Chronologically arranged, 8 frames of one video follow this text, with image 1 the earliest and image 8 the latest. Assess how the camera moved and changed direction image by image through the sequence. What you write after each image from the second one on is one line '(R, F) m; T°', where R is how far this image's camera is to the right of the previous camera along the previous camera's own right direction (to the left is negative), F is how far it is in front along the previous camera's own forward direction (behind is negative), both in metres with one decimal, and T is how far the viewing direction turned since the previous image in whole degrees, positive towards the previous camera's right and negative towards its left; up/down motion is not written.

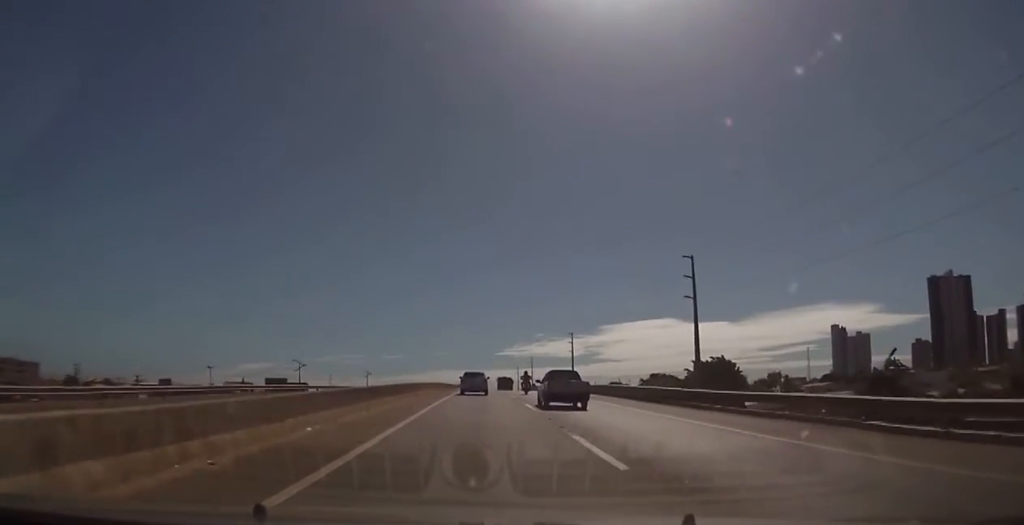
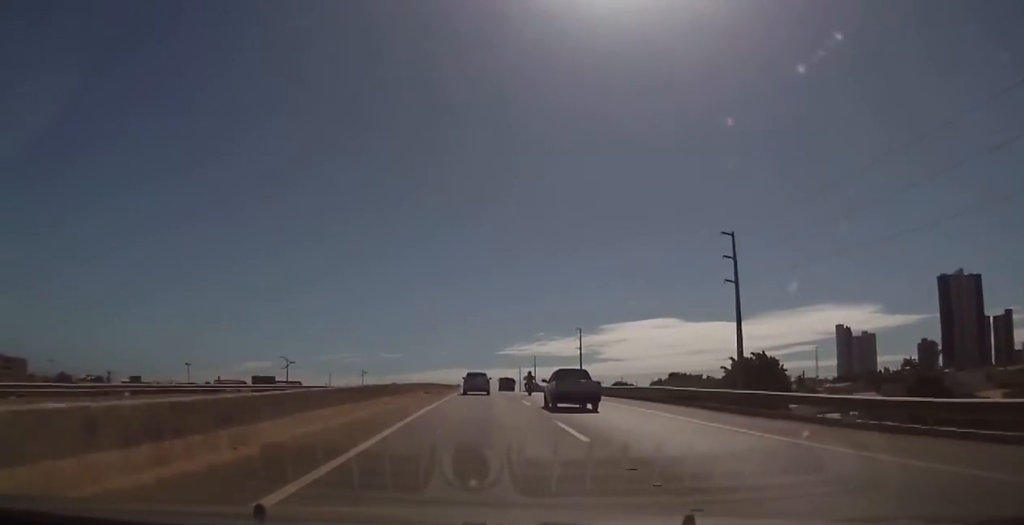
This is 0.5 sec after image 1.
(-0.1, +11.9) m; 0°
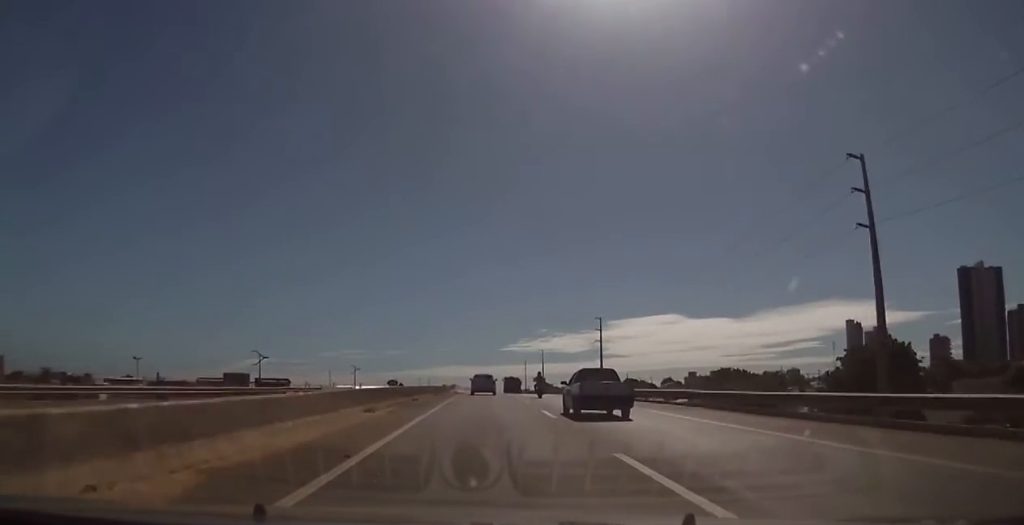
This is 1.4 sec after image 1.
(-0.3, +22.6) m; -1°
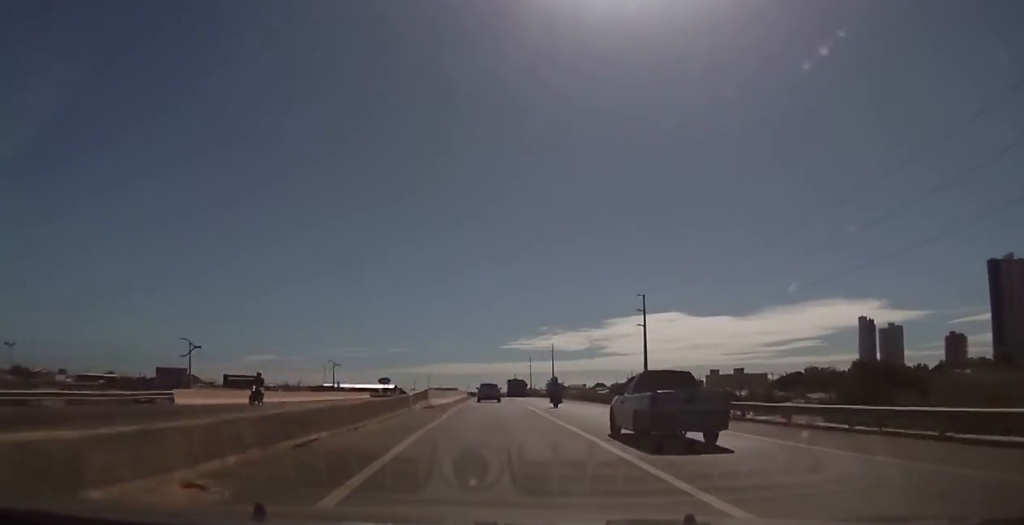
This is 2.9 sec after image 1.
(-0.1, +36.1) m; 0°
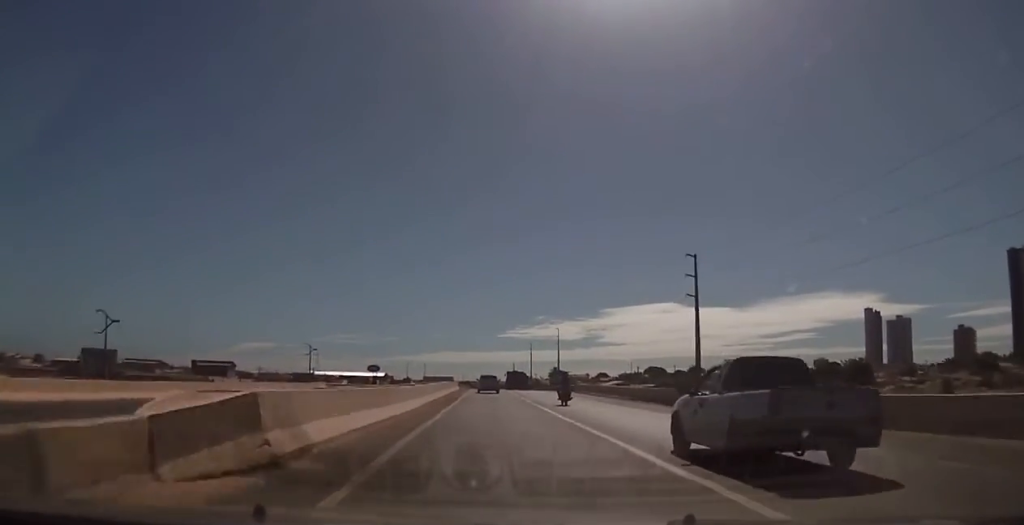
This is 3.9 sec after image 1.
(-0.1, +27.9) m; 0°
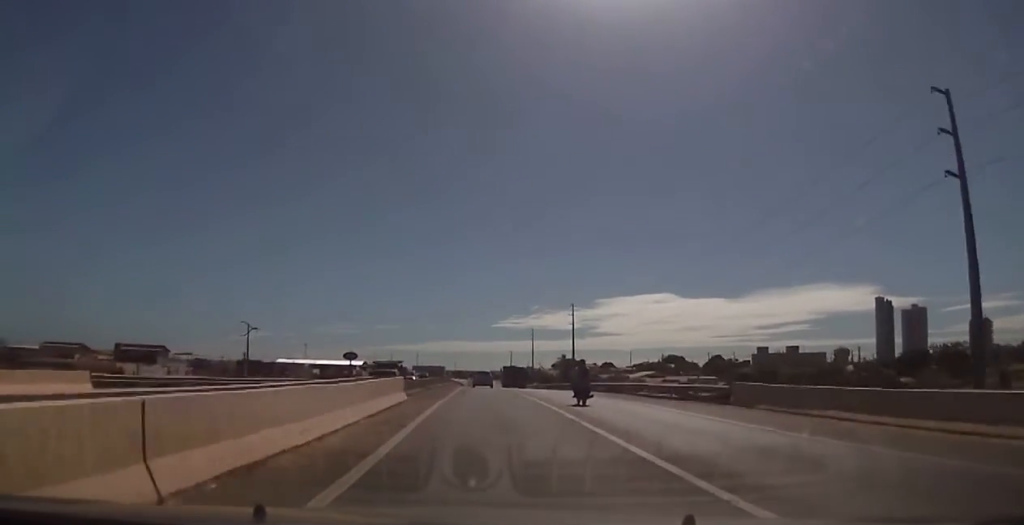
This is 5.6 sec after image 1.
(+0.3, +48.1) m; +1°
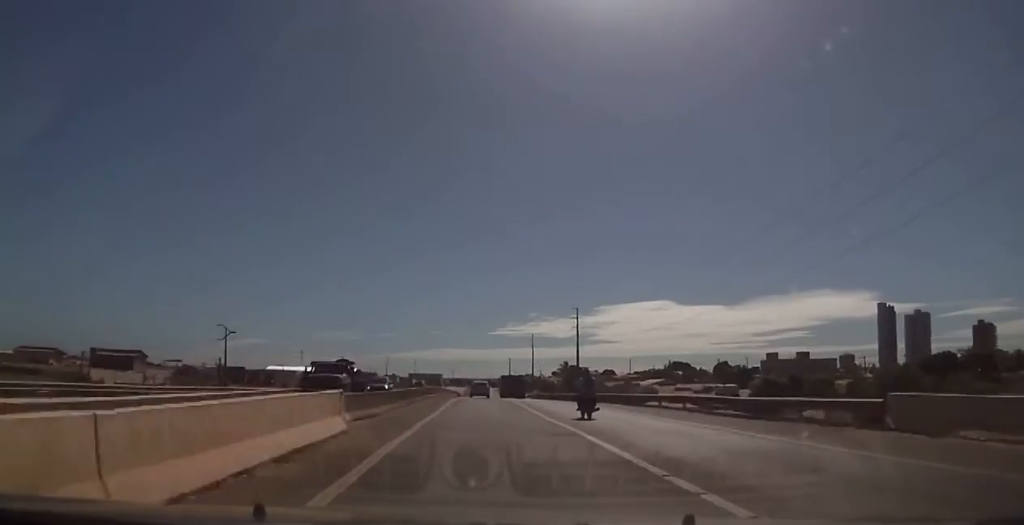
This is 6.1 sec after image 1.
(0.0, +11.7) m; 0°
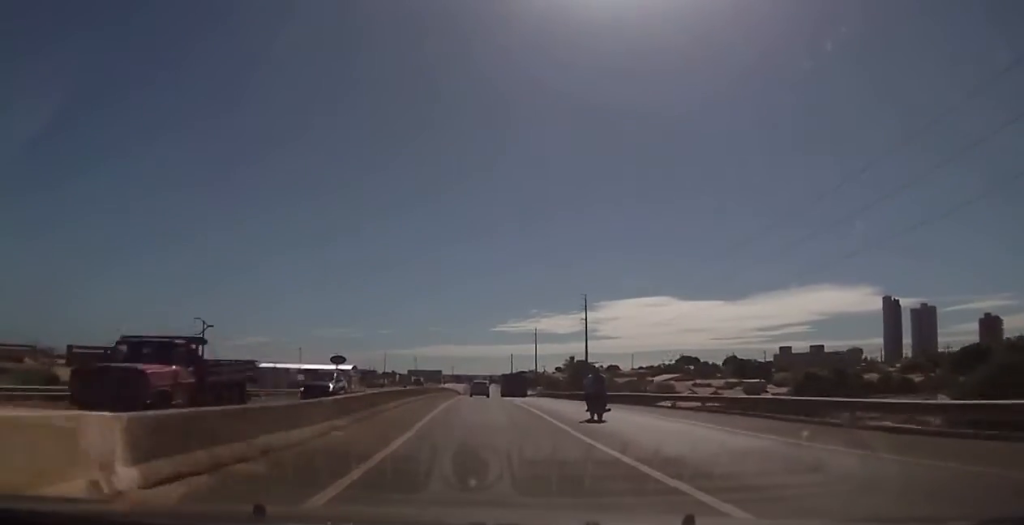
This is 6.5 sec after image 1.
(0.0, +11.4) m; 0°
